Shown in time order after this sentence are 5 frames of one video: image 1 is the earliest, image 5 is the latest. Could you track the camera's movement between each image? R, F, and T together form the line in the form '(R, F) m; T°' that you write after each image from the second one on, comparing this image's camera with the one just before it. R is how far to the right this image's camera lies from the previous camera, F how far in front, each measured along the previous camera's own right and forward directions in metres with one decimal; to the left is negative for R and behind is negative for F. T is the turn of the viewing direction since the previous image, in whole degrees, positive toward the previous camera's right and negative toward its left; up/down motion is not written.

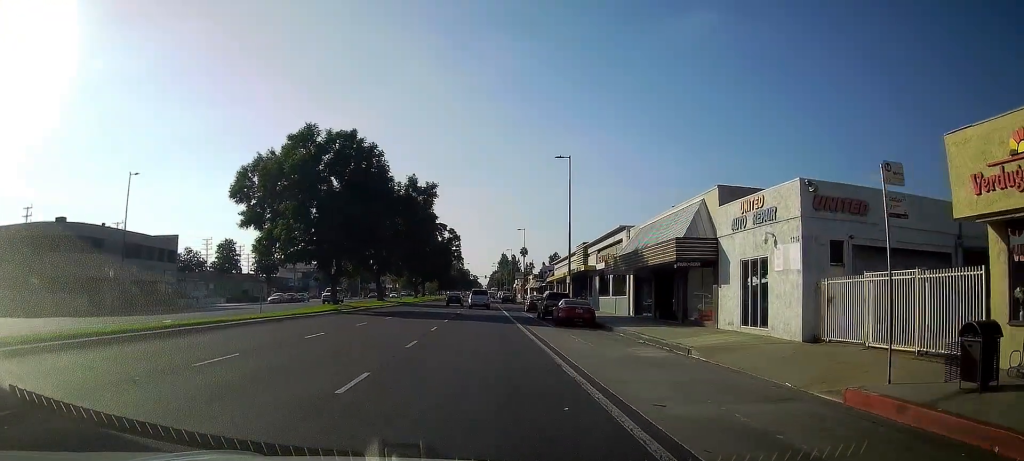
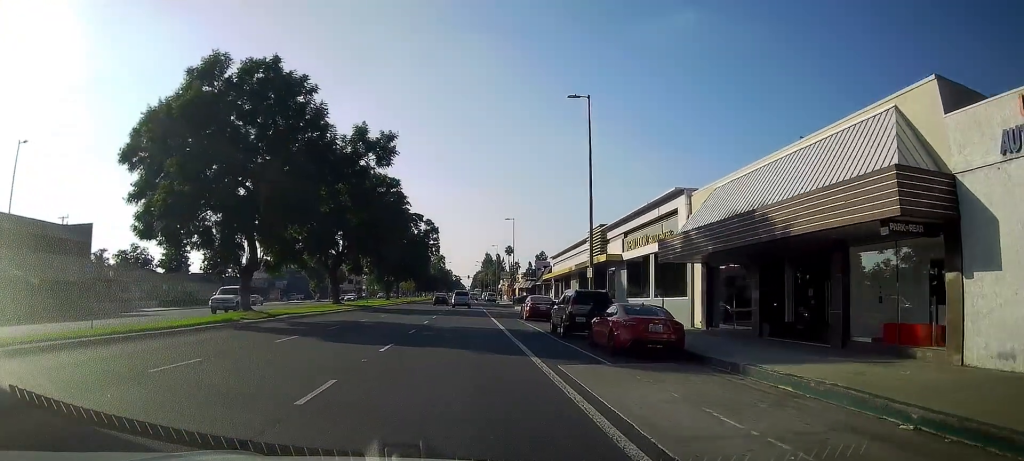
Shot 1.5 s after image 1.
(+1.3, +13.6) m; +5°
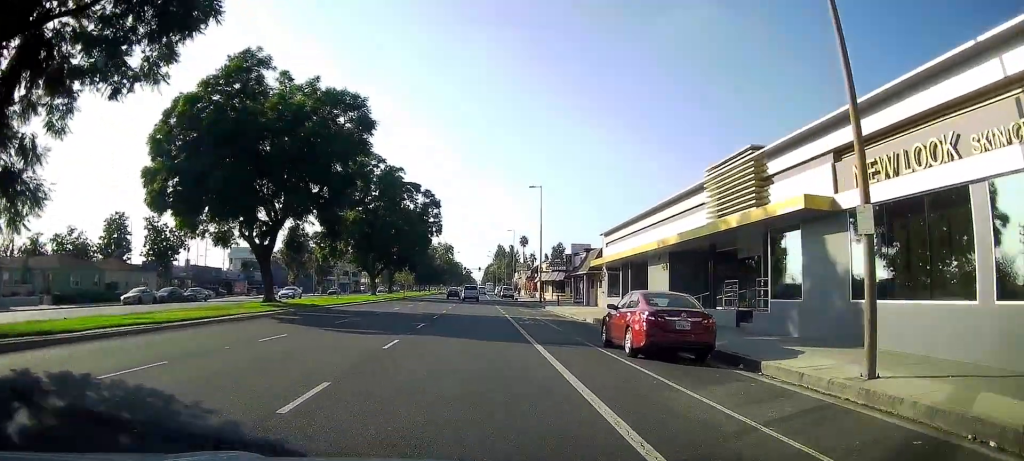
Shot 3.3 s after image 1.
(+0.3, +22.6) m; 0°
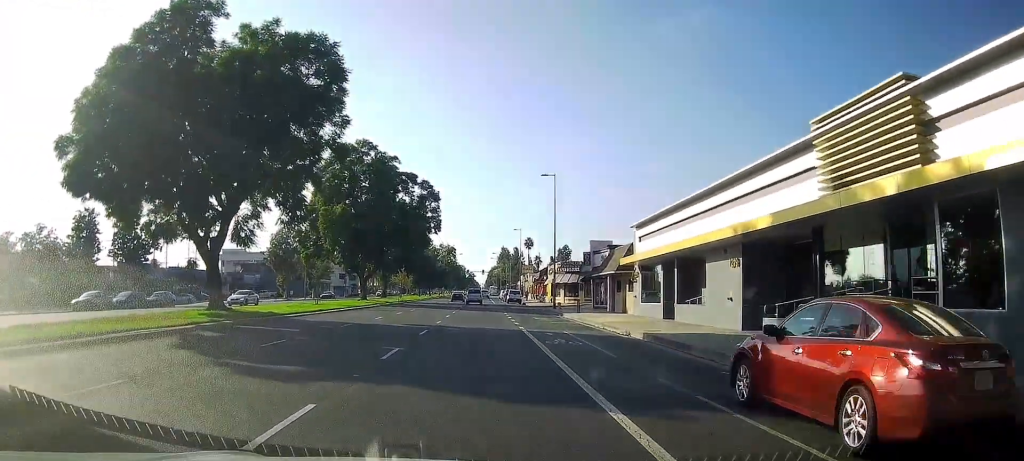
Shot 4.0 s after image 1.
(-0.3, +9.1) m; -2°
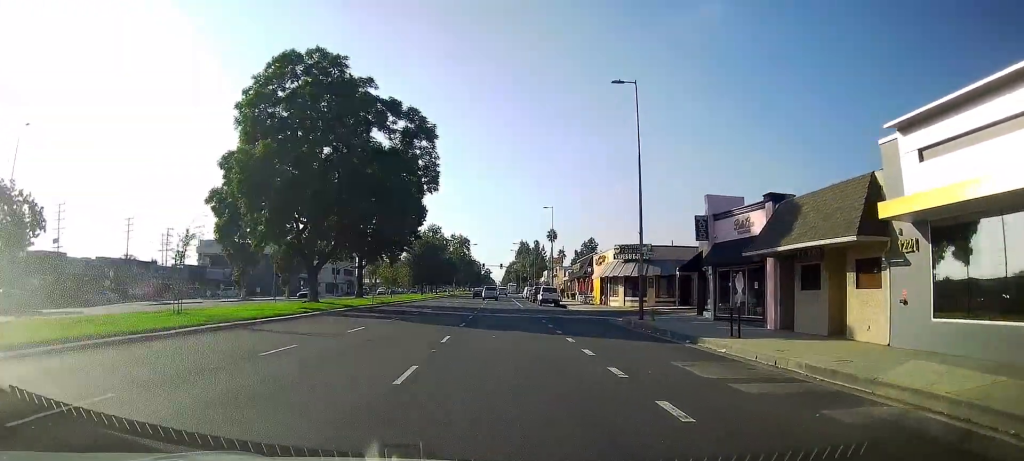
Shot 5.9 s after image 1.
(-0.6, +25.9) m; -2°
